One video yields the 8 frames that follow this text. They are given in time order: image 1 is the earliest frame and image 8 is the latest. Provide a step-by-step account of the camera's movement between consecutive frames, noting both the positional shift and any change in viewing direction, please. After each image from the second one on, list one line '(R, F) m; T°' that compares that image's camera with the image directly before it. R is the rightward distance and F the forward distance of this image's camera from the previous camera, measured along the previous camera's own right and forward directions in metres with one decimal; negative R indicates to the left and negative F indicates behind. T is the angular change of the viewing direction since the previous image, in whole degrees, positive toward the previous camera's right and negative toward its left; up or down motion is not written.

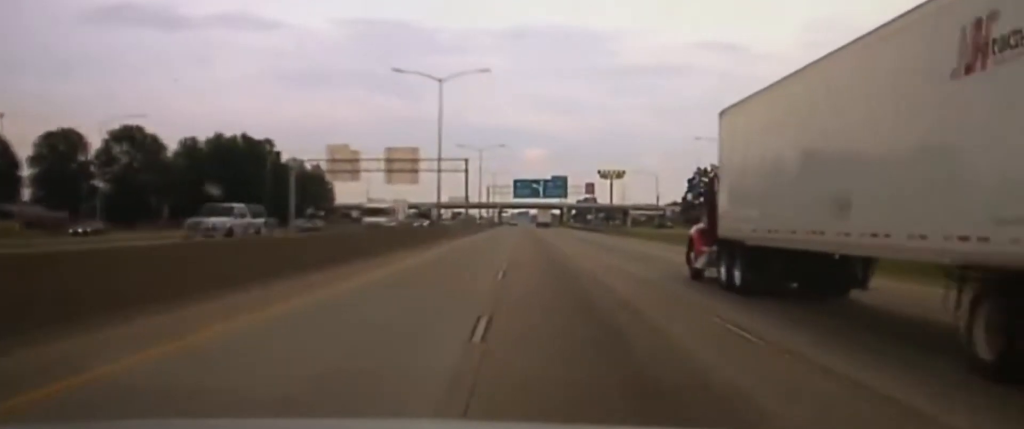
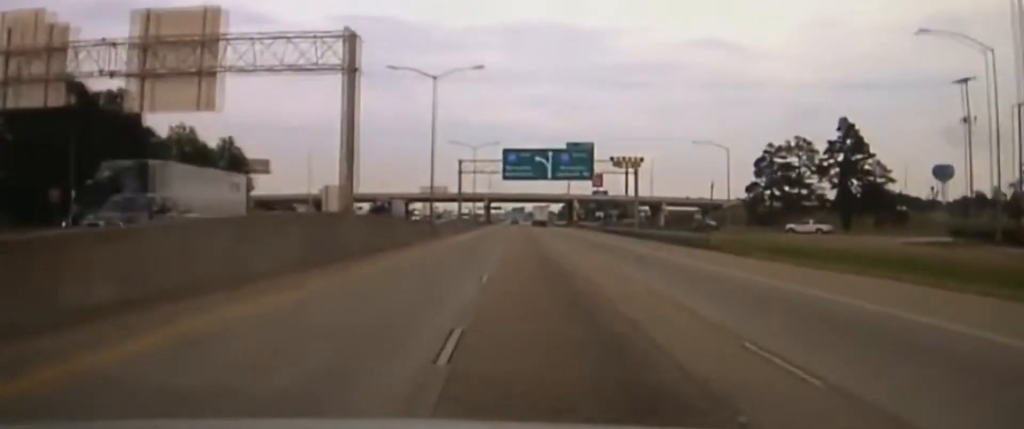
(+0.1, +75.3) m; +1°
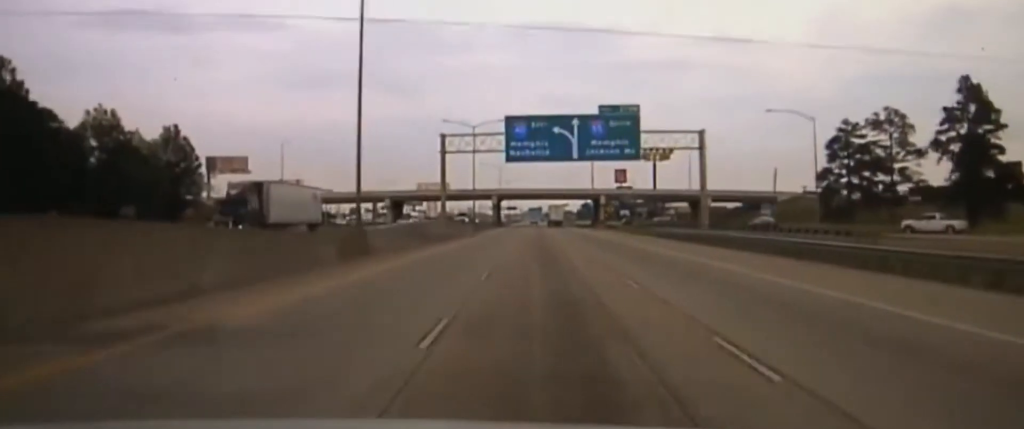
(+0.4, +34.2) m; 0°
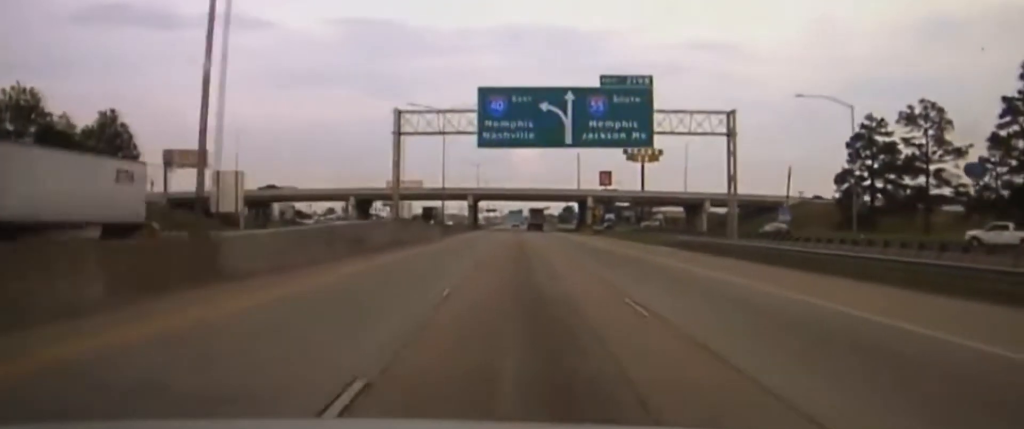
(0.0, +17.6) m; 0°
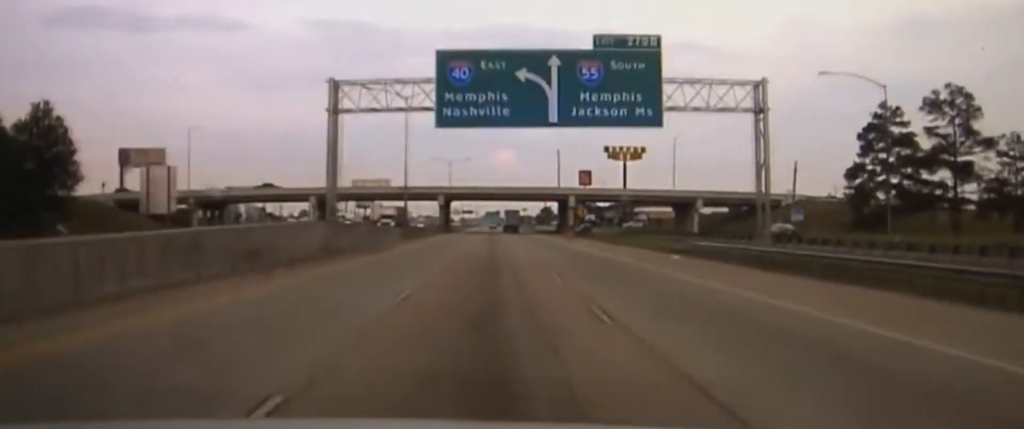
(0.0, +14.2) m; 0°
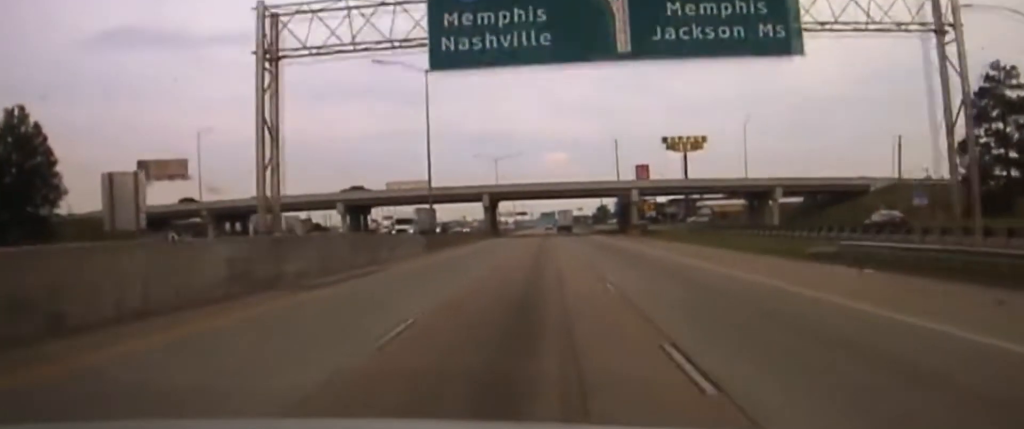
(-0.1, +17.9) m; 0°
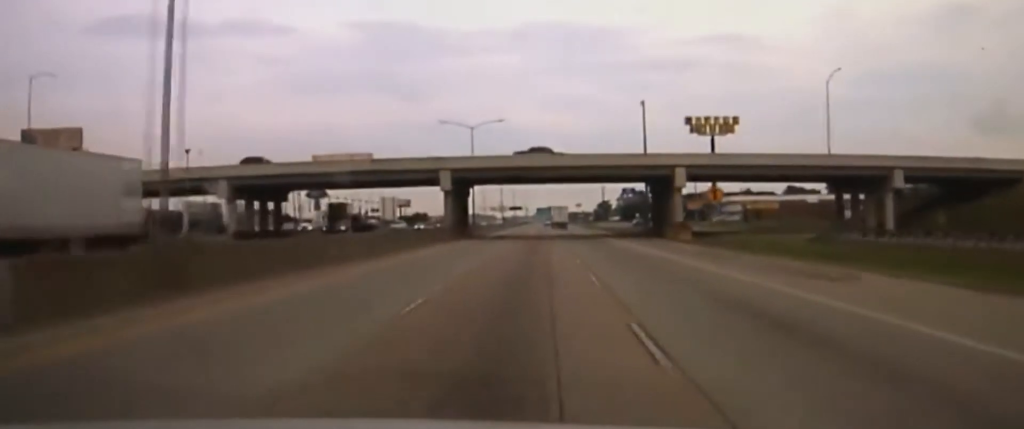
(-0.1, +44.3) m; 0°
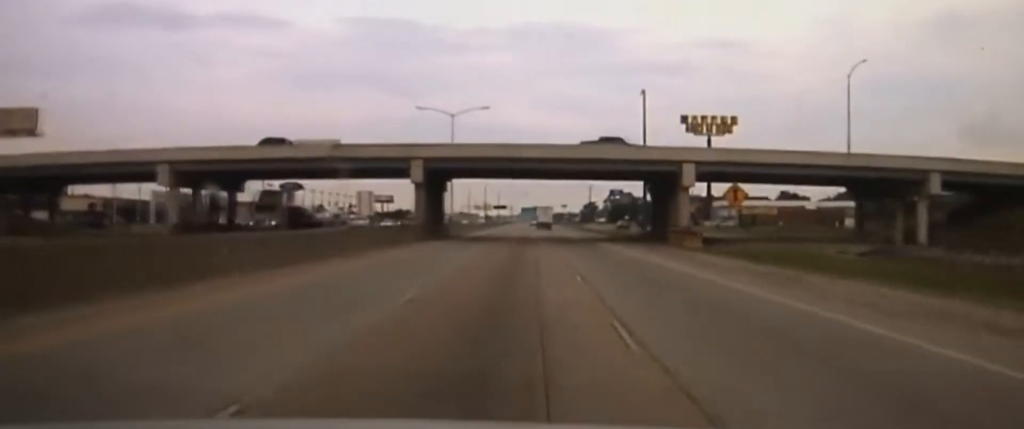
(0.0, +11.8) m; 0°
